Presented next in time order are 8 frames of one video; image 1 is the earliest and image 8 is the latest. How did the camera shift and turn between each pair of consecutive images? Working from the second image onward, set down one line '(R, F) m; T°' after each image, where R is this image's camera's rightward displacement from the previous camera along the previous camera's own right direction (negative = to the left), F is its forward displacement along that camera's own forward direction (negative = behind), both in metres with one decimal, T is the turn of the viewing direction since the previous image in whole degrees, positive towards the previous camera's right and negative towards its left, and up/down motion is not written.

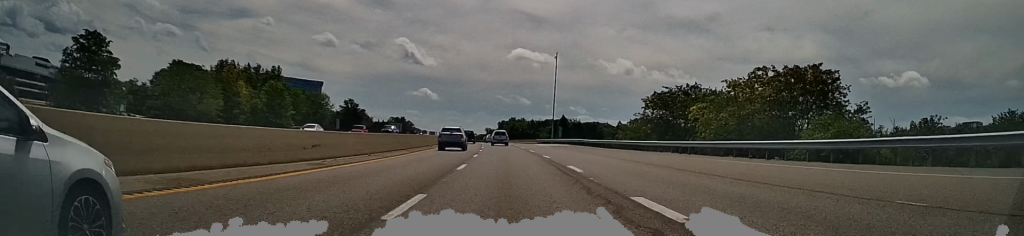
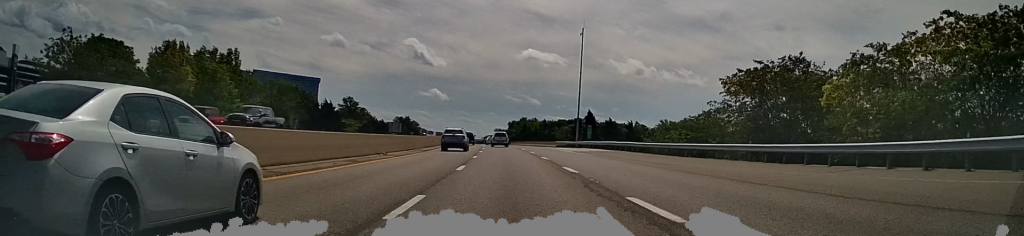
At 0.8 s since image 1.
(-0.3, +24.2) m; -1°
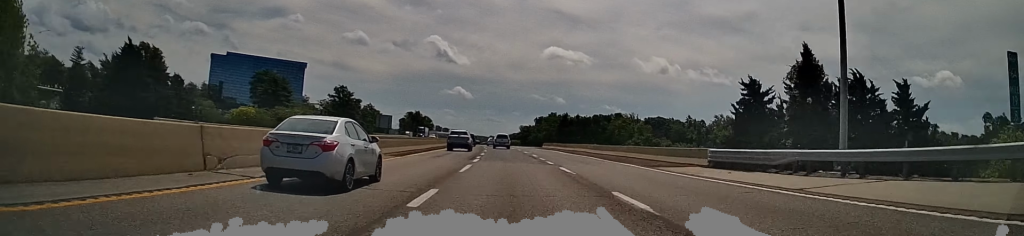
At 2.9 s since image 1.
(-0.7, +59.0) m; -2°
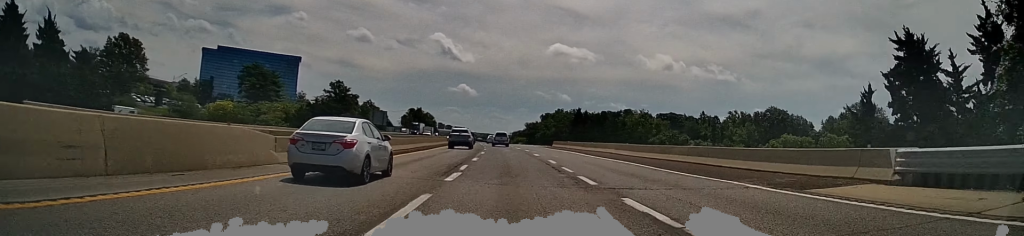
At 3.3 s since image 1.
(0.0, +13.6) m; -1°
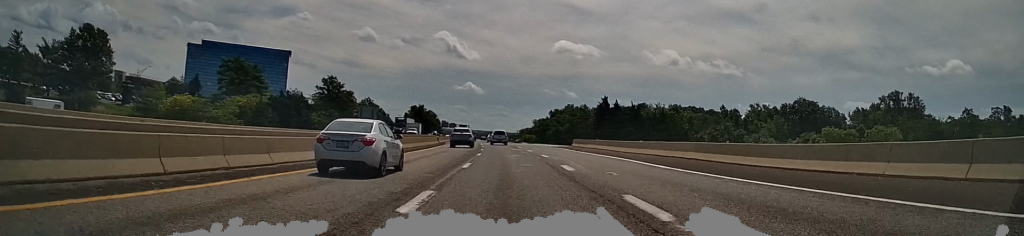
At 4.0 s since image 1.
(-0.3, +19.5) m; -1°
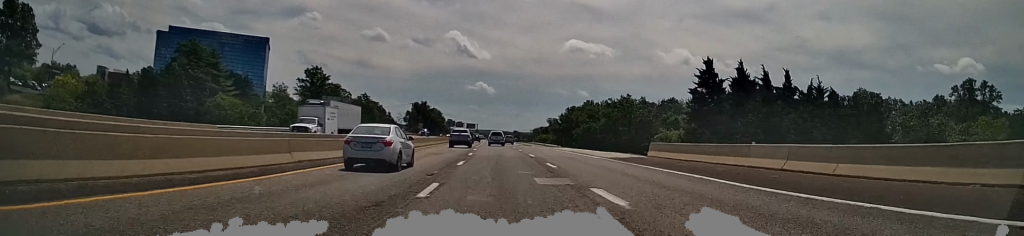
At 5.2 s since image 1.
(-0.3, +34.1) m; -1°
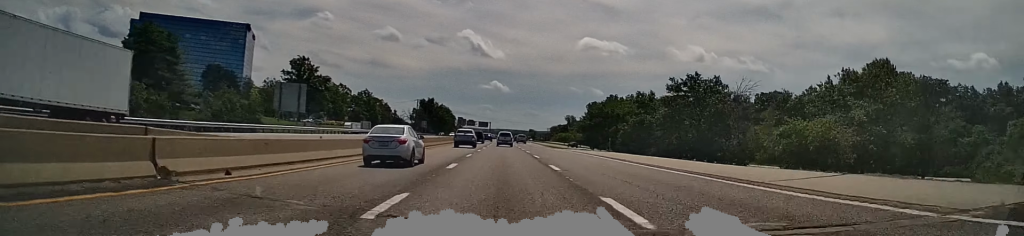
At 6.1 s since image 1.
(-0.1, +27.3) m; 0°
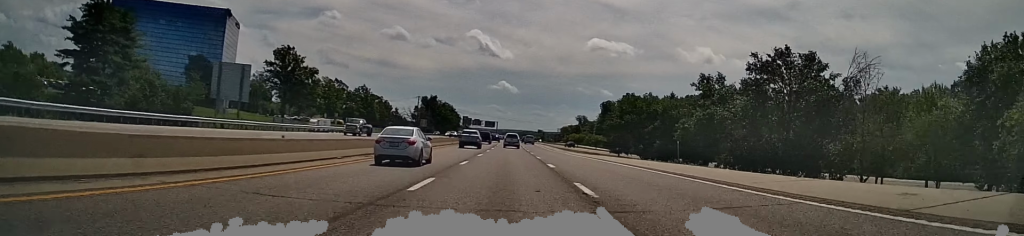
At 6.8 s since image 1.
(-0.1, +19.6) m; -1°
